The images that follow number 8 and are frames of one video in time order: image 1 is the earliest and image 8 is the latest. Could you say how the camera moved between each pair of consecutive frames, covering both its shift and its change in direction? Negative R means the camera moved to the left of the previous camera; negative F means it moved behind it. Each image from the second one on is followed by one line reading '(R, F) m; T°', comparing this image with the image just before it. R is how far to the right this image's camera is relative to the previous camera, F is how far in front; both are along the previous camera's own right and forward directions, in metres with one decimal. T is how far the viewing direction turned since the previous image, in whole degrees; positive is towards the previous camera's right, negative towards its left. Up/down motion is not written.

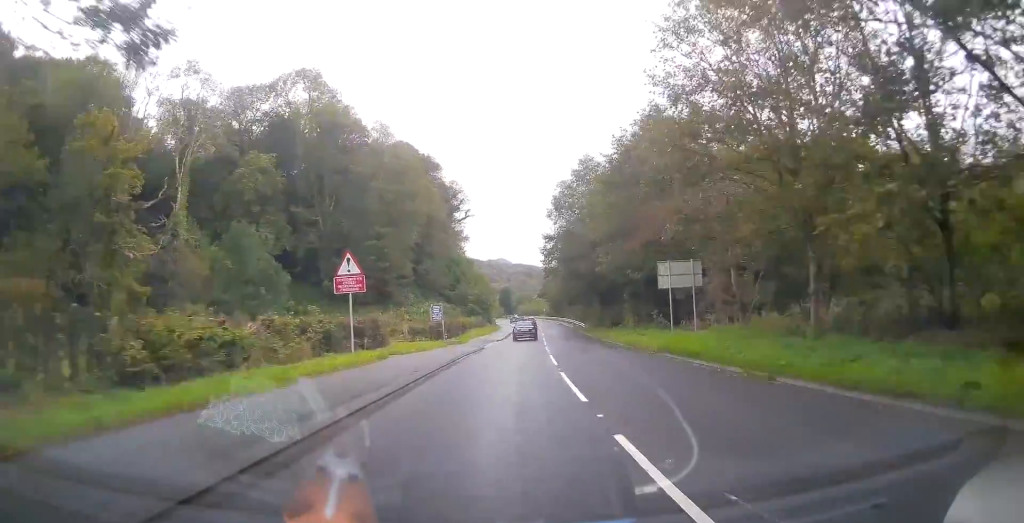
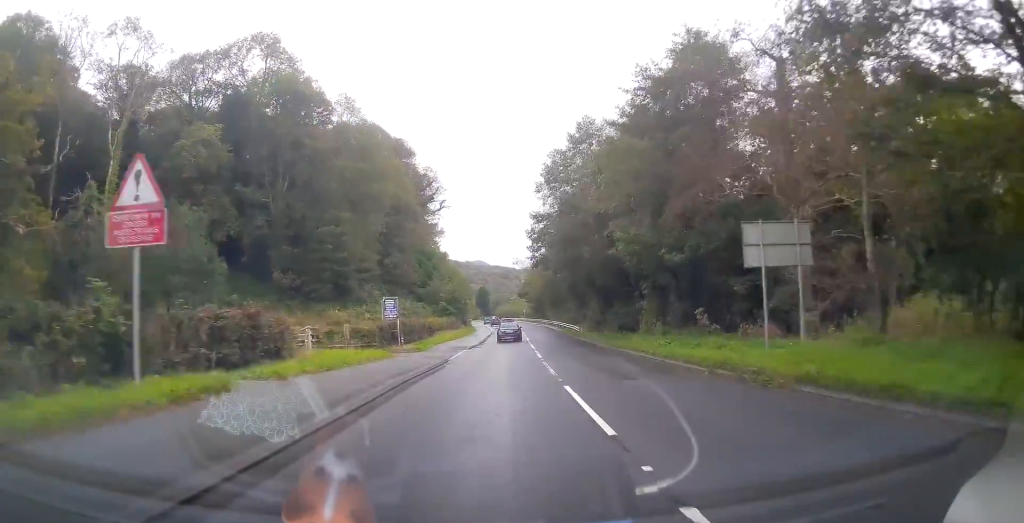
(+0.2, +12.0) m; +2°
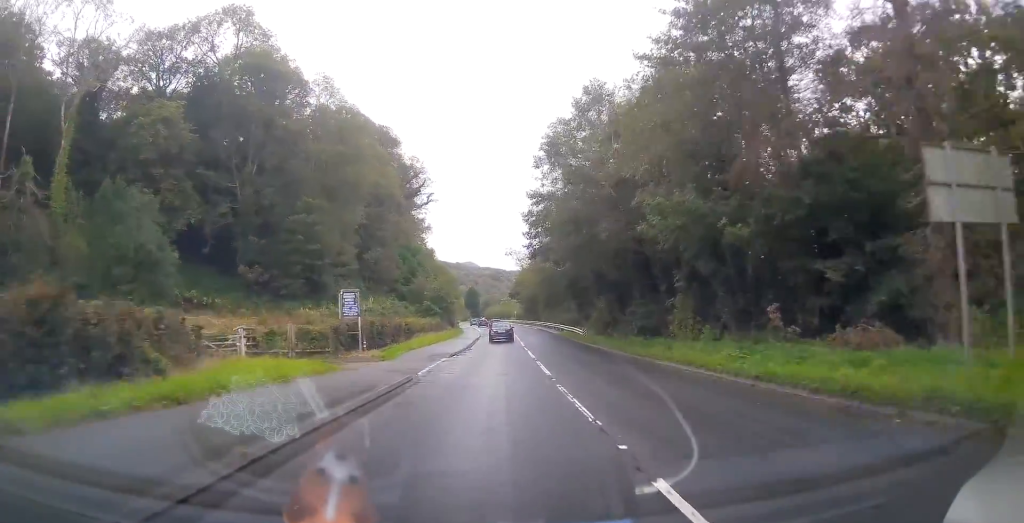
(+0.1, +7.9) m; +1°
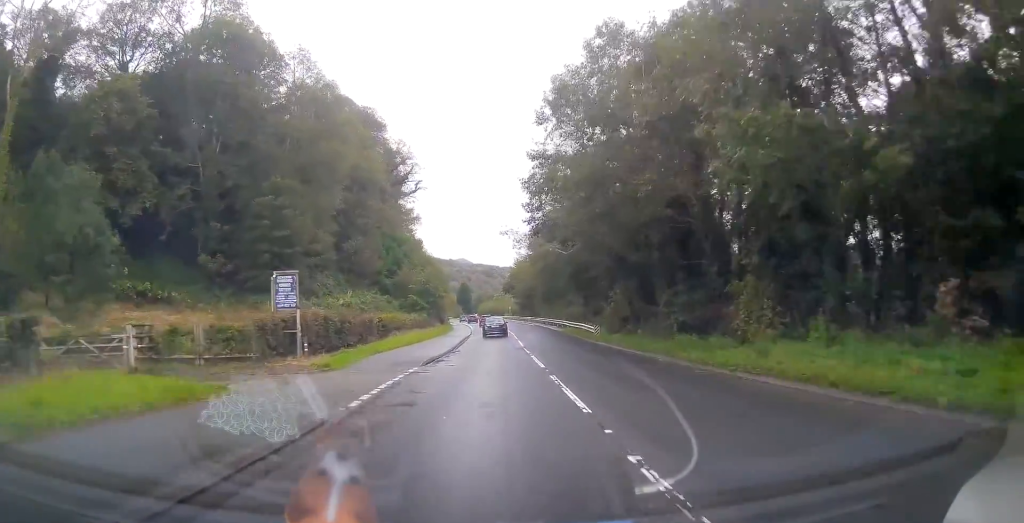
(+0.1, +8.0) m; +1°
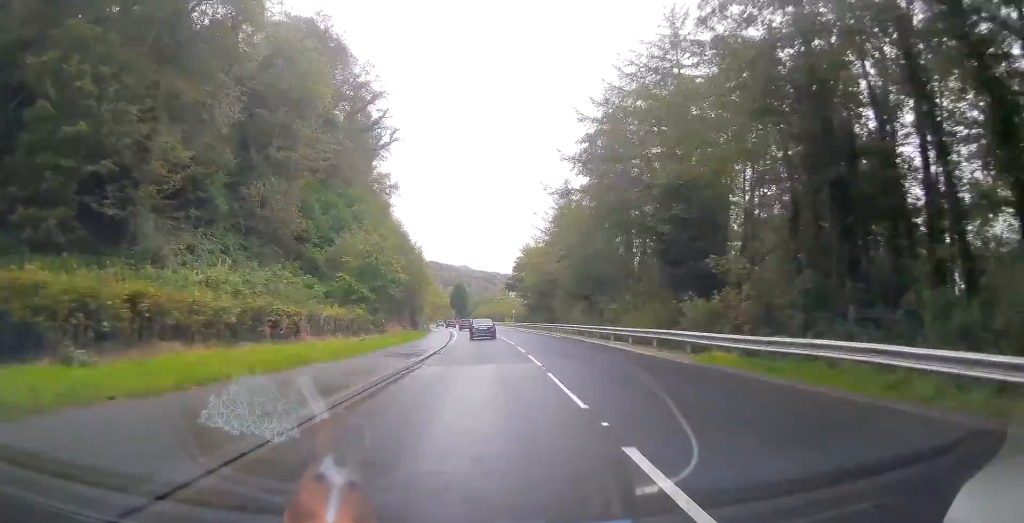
(+0.4, +32.2) m; +1°
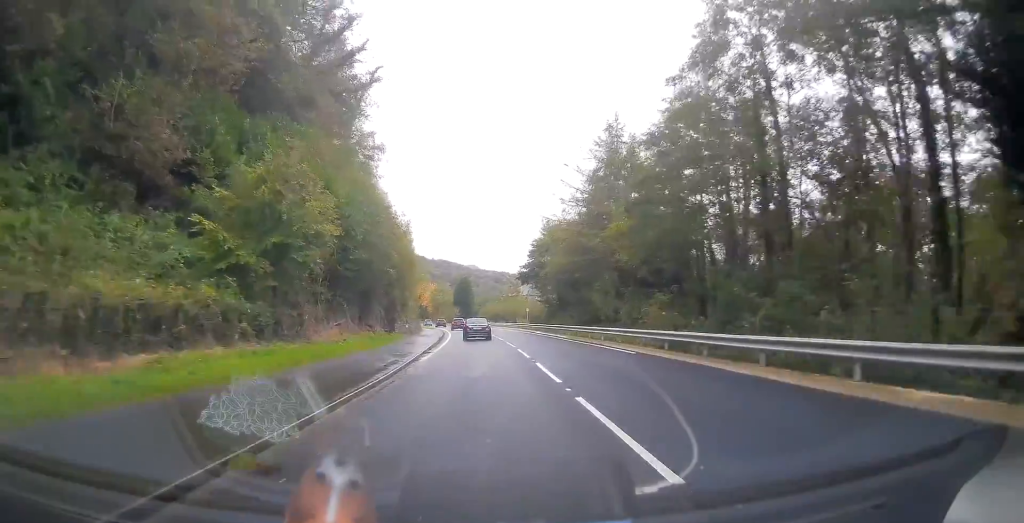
(-0.1, +20.6) m; 0°
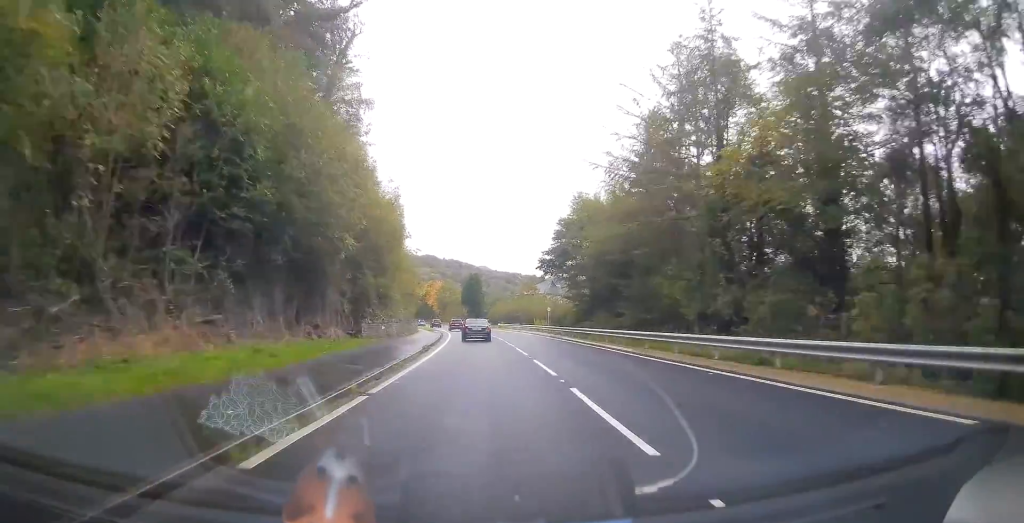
(+0.1, +16.1) m; 0°
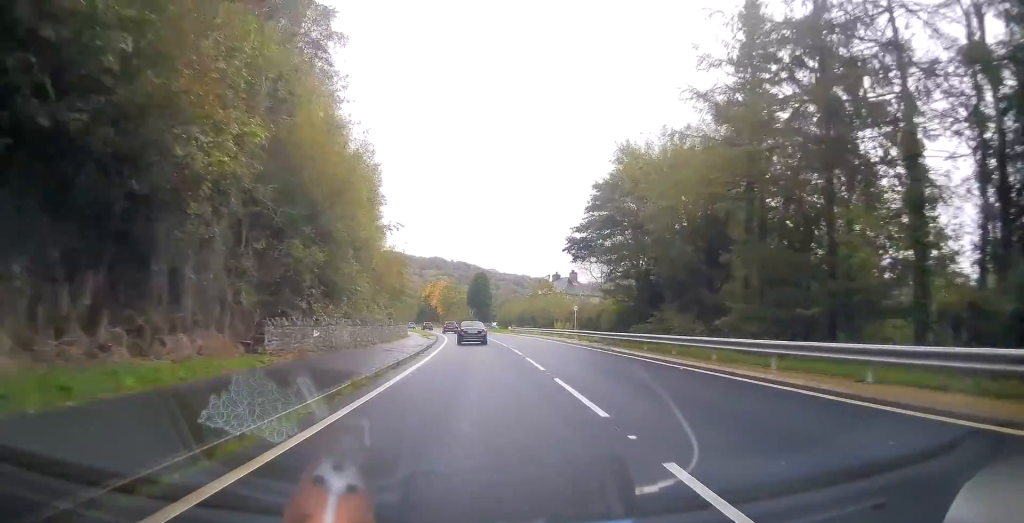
(0.0, +15.5) m; 0°
